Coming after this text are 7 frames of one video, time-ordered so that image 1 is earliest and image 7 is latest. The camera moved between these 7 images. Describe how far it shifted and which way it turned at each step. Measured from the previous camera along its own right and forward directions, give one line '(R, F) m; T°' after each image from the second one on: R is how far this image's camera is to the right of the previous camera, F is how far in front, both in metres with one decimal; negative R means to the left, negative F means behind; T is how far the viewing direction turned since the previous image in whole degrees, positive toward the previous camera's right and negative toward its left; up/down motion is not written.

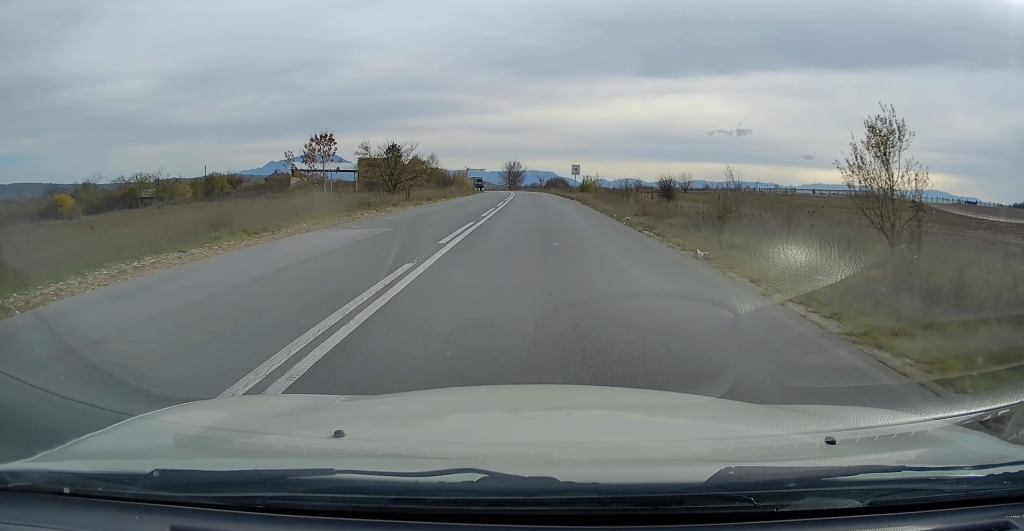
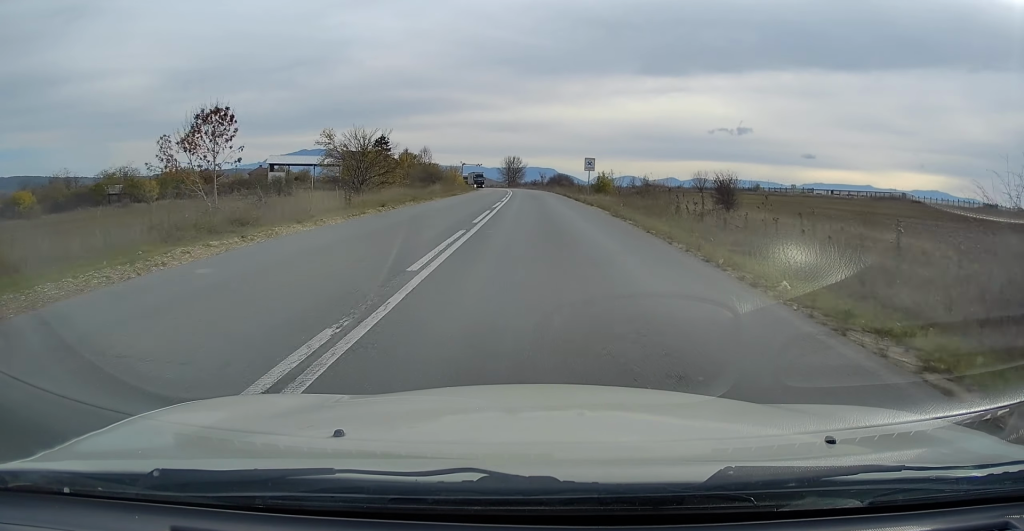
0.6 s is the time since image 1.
(+0.1, +12.7) m; 0°
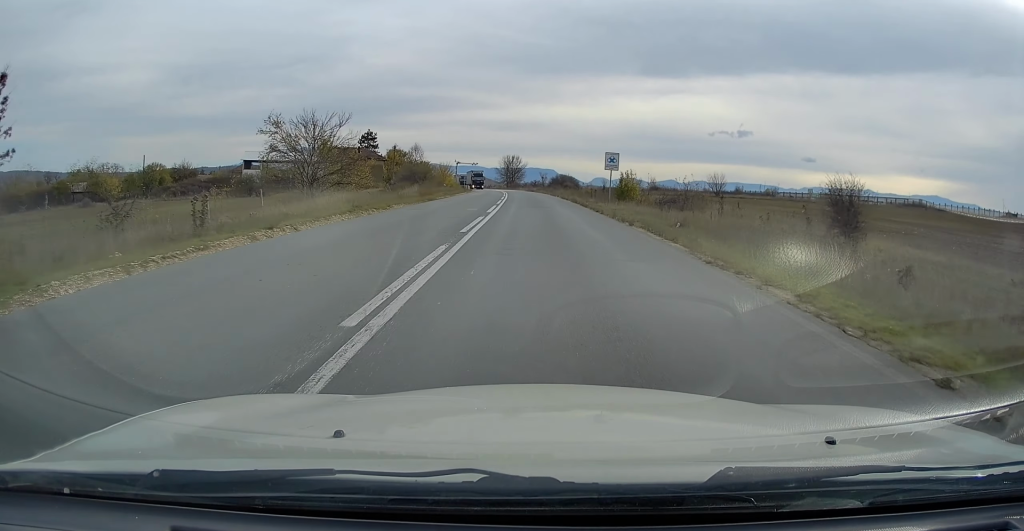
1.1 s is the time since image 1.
(-0.1, +12.0) m; 0°
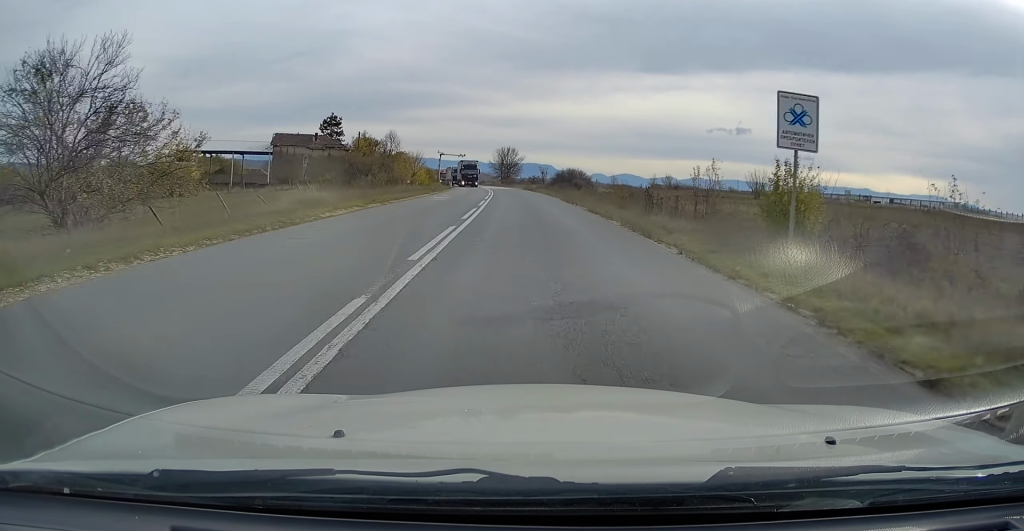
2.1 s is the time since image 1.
(-0.1, +23.2) m; 0°
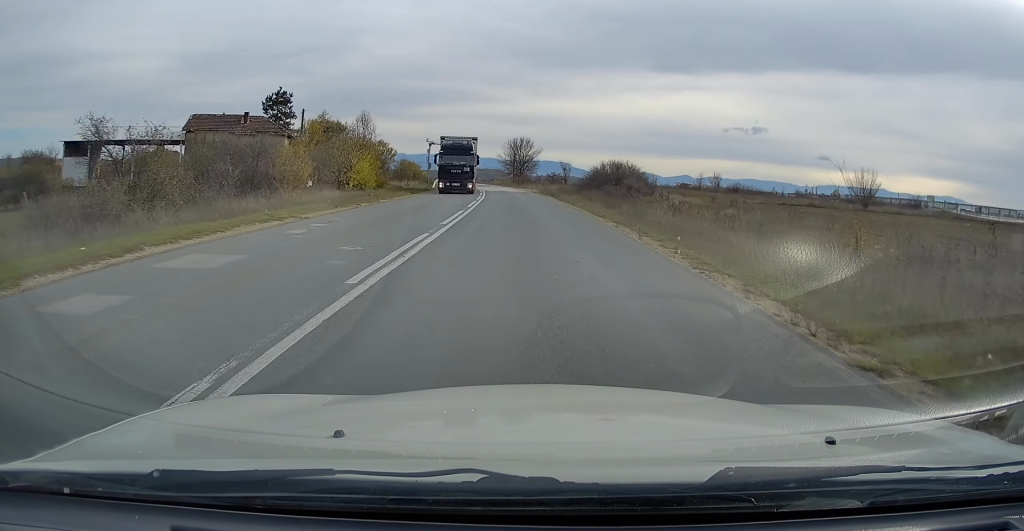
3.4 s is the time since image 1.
(-0.2, +29.4) m; -1°
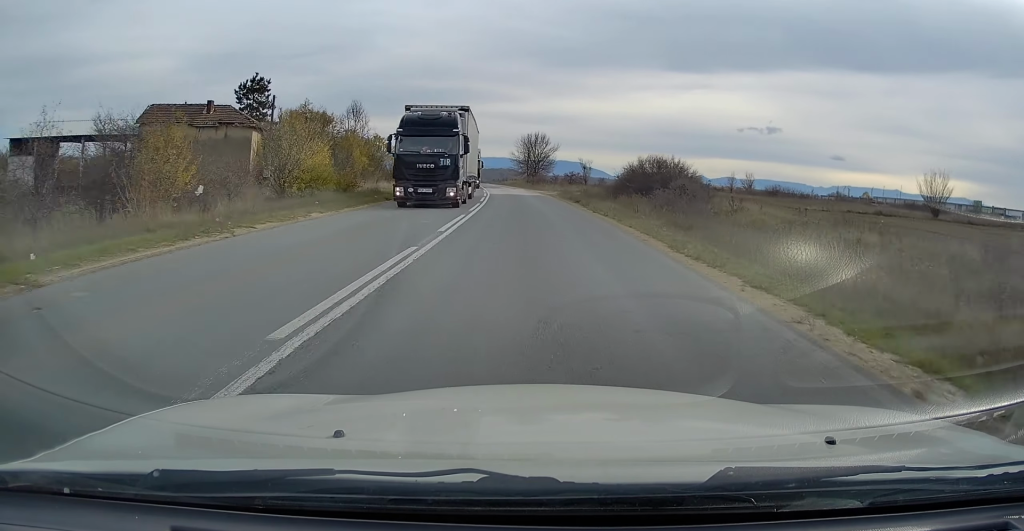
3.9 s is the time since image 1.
(-0.1, +11.3) m; -1°
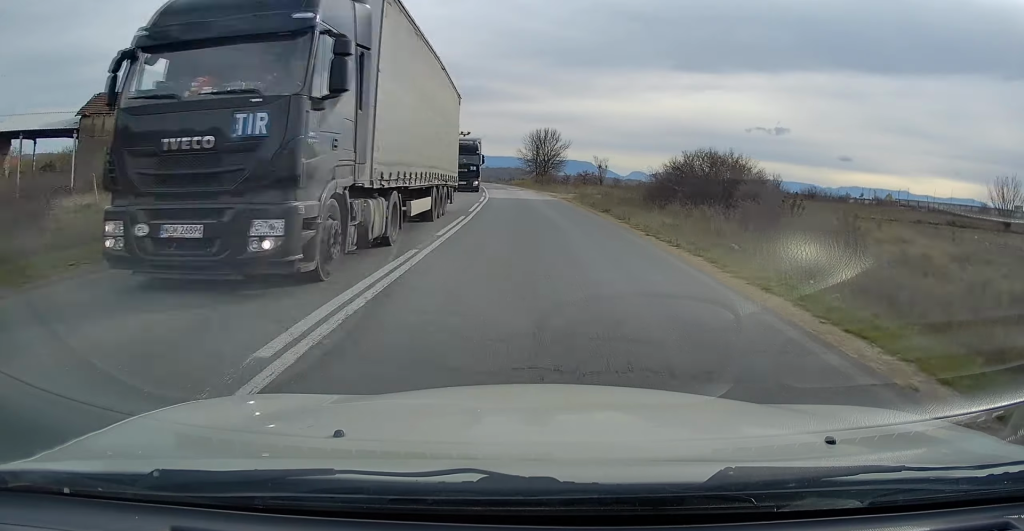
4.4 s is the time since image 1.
(0.0, +9.8) m; -1°
